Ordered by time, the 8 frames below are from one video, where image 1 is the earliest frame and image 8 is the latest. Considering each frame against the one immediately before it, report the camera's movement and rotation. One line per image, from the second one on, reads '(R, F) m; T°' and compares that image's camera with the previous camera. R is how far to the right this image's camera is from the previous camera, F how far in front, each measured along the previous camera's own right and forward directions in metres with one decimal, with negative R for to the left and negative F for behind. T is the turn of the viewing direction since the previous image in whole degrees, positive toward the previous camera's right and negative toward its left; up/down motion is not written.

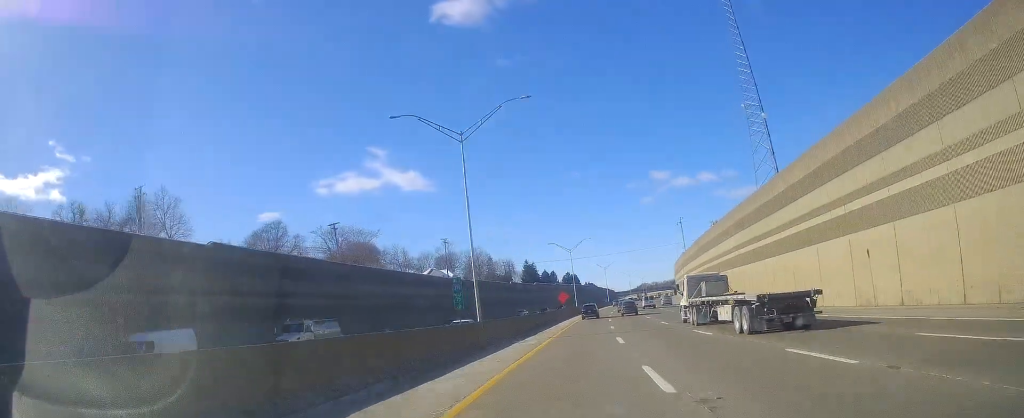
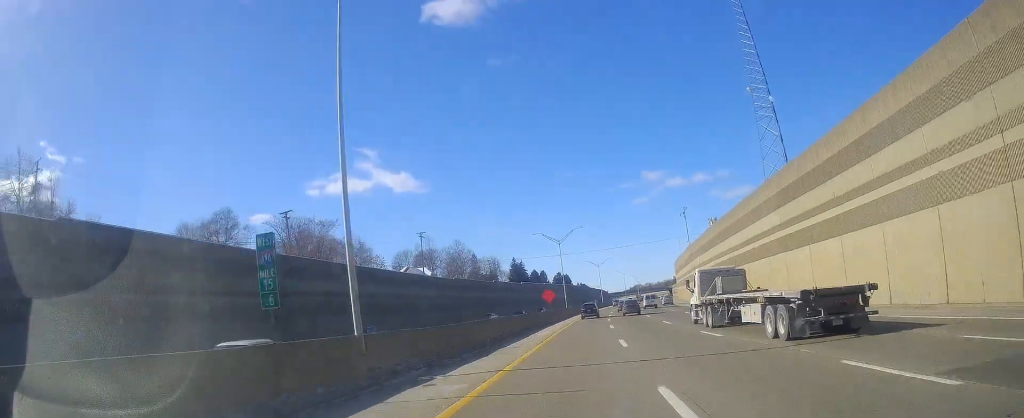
(+0.2, +16.9) m; +1°
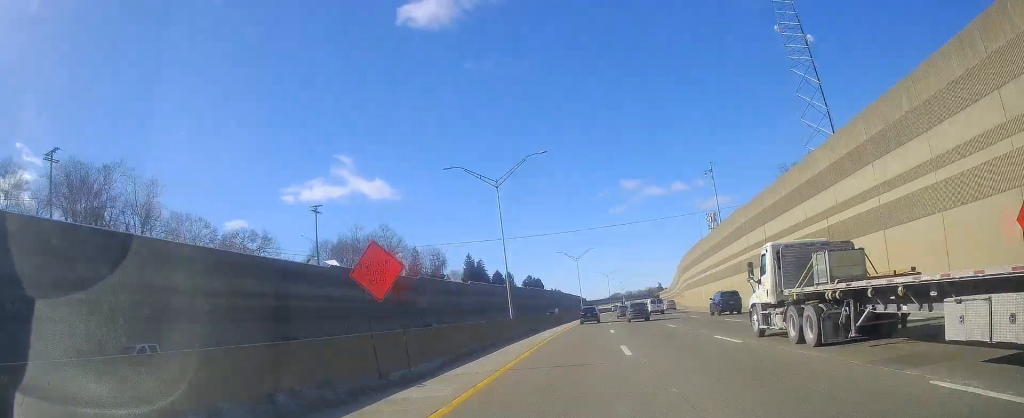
(+1.5, +49.4) m; +3°
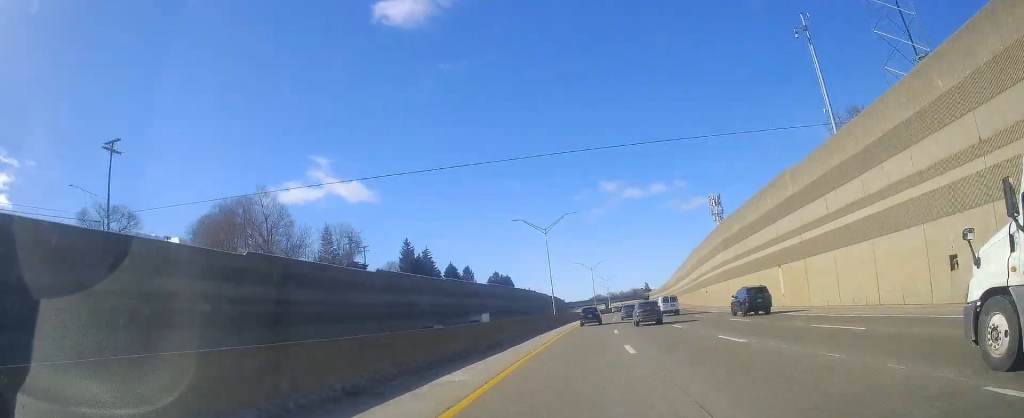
(+0.8, +46.6) m; +2°
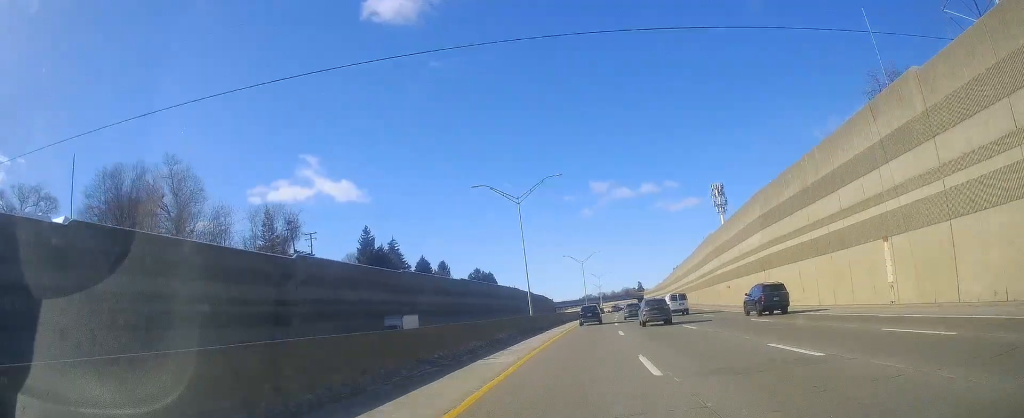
(+0.1, +20.6) m; +1°
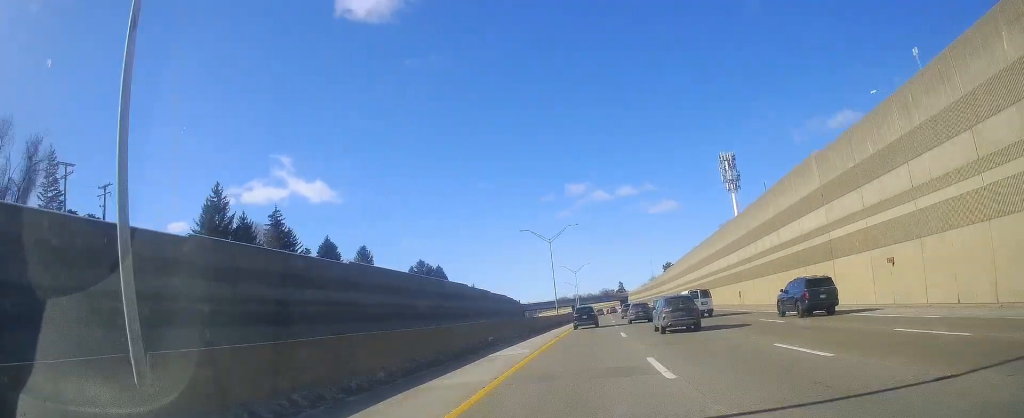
(+0.9, +45.9) m; +2°
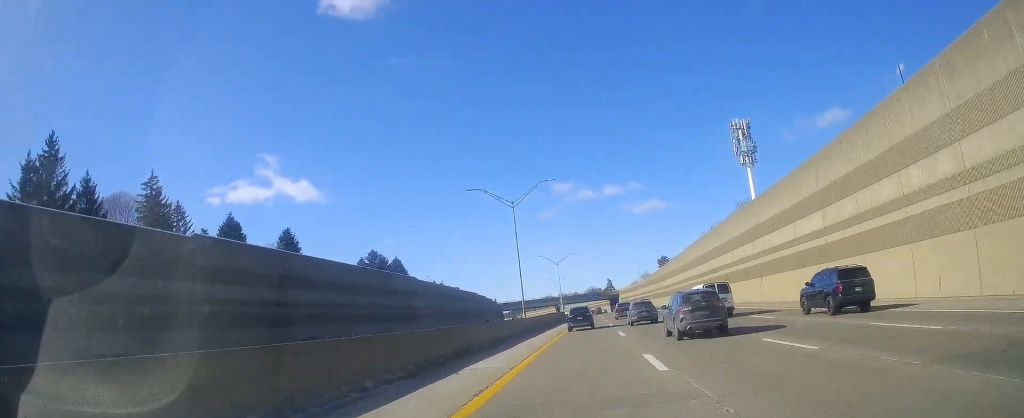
(+0.3, +28.8) m; 0°
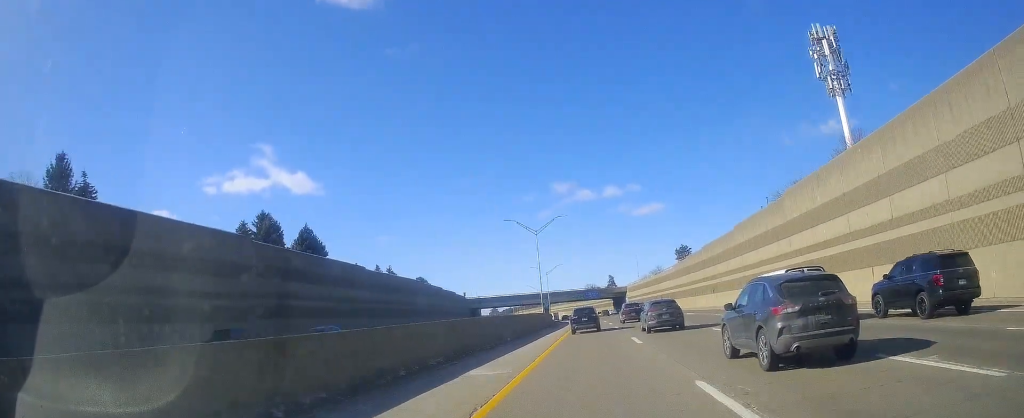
(-0.8, +51.6) m; -1°
